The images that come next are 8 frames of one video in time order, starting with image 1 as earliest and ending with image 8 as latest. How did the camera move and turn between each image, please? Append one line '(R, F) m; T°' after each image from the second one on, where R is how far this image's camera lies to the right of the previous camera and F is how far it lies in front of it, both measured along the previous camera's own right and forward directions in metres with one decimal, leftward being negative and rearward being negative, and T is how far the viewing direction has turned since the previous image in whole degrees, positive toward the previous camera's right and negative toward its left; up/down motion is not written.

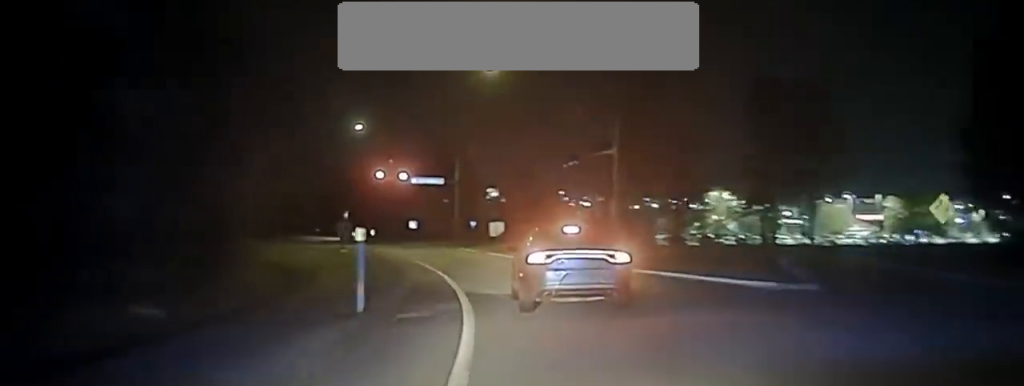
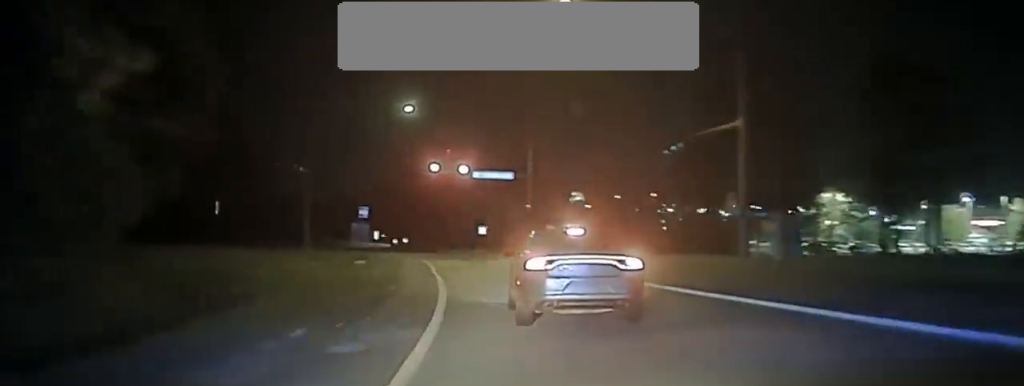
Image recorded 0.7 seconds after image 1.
(0.0, +17.3) m; -4°
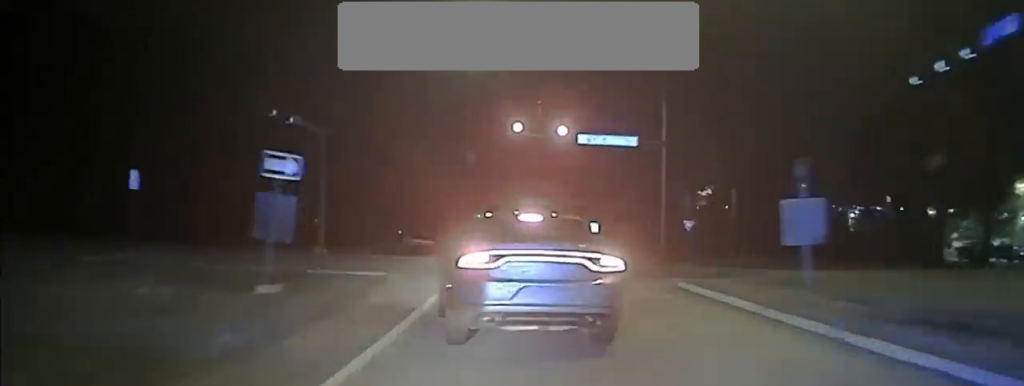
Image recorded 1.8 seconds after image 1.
(-2.1, +22.4) m; -14°
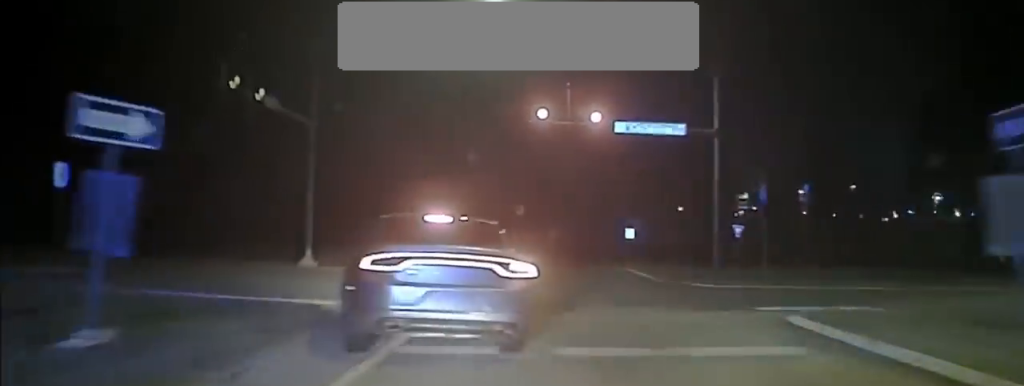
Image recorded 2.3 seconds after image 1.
(-1.1, +6.2) m; -6°
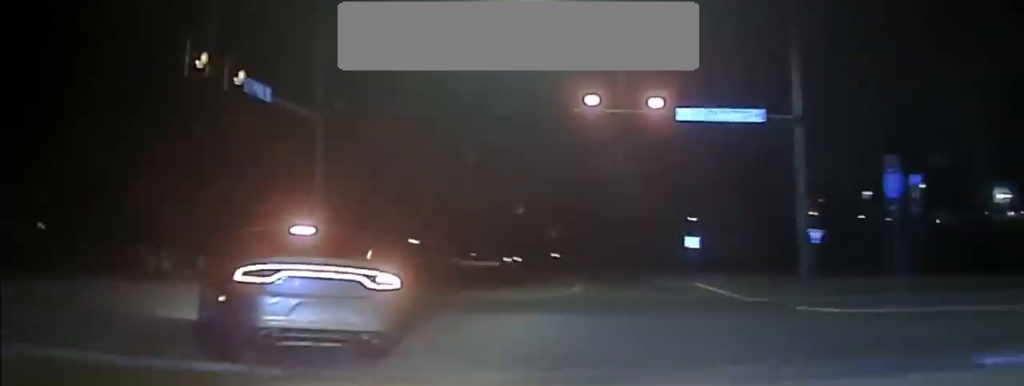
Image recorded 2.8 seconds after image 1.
(-0.5, +7.2) m; -7°
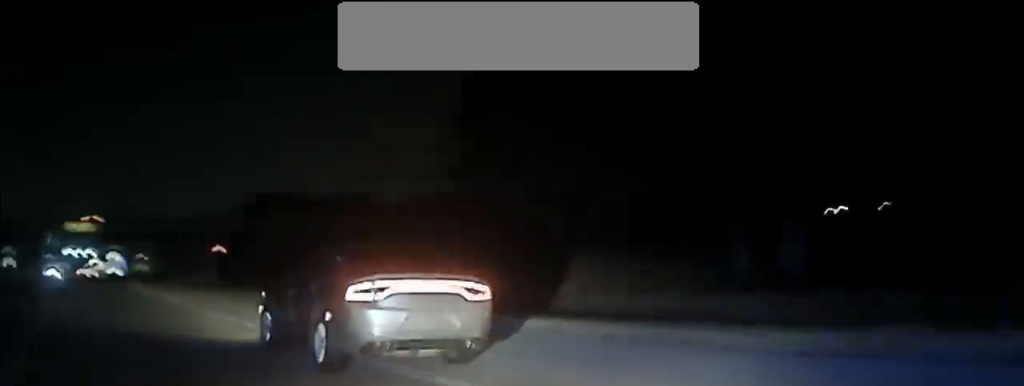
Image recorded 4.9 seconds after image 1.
(-6.1, +19.2) m; -42°
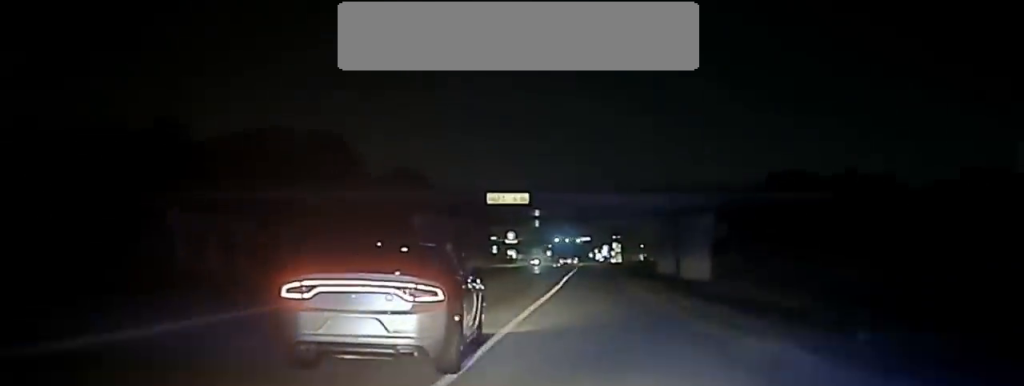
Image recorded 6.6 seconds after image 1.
(-6.7, +23.2) m; -27°
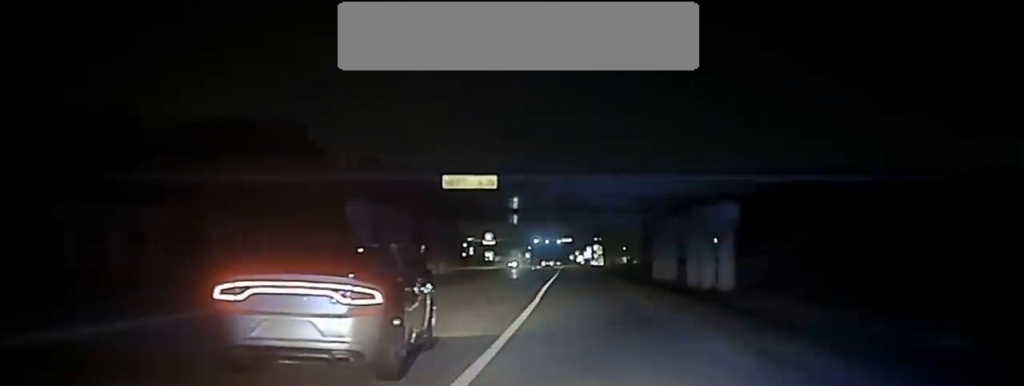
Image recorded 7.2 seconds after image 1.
(-1.2, +15.4) m; -4°
